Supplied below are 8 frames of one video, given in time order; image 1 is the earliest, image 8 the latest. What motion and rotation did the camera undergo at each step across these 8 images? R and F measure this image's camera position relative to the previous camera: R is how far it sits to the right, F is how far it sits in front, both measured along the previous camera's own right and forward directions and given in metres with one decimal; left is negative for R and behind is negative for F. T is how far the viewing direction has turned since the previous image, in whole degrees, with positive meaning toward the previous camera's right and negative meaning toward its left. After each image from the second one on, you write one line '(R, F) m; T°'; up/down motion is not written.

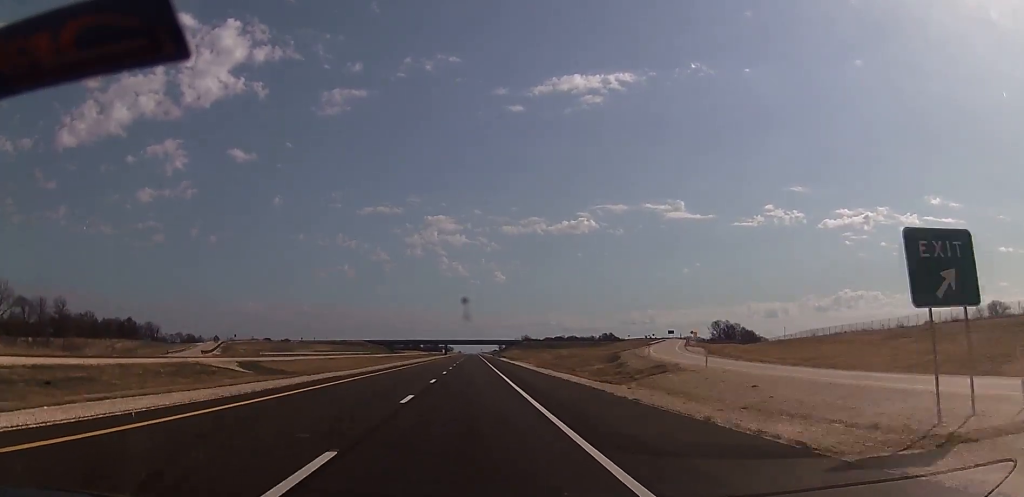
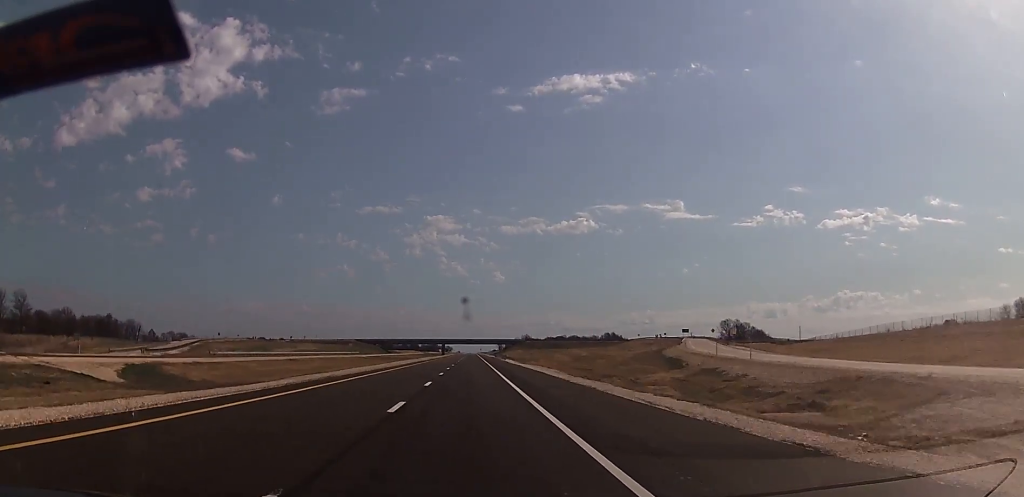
(+0.2, +27.2) m; 0°
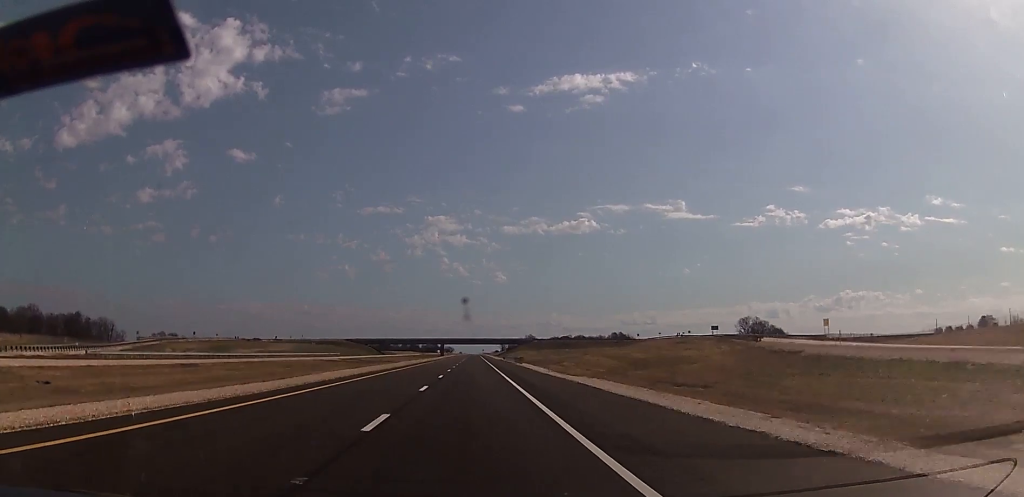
(0.0, +40.3) m; 0°
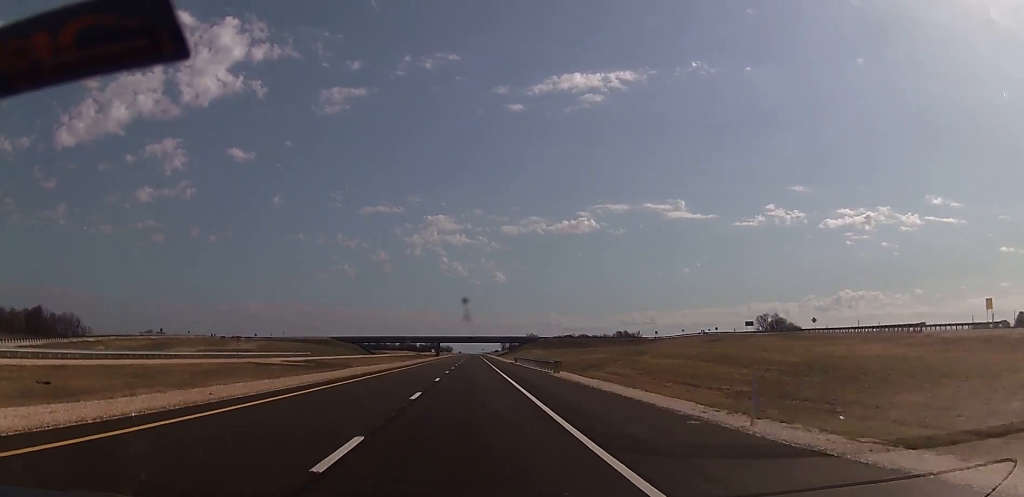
(-0.4, +40.2) m; 0°
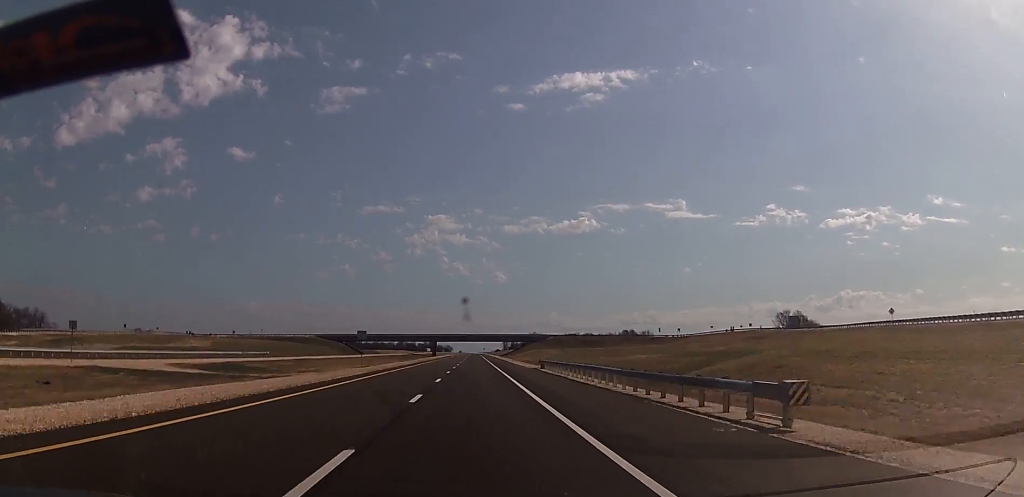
(+0.2, +37.8) m; 0°
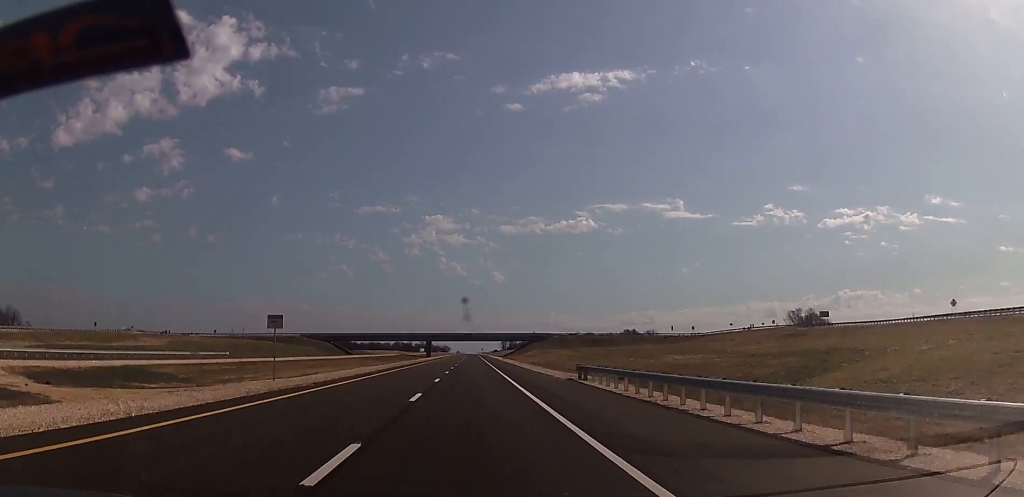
(0.0, +23.6) m; 0°
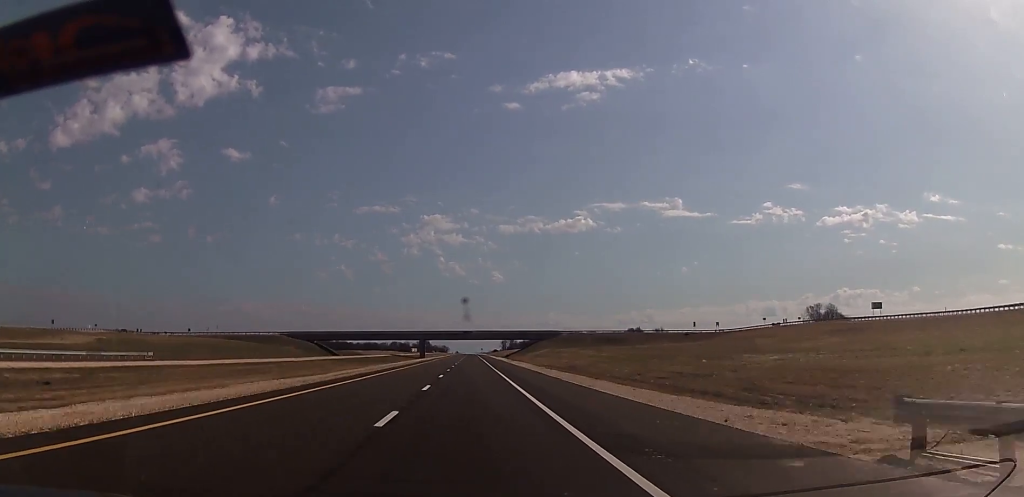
(-0.2, +30.7) m; 0°
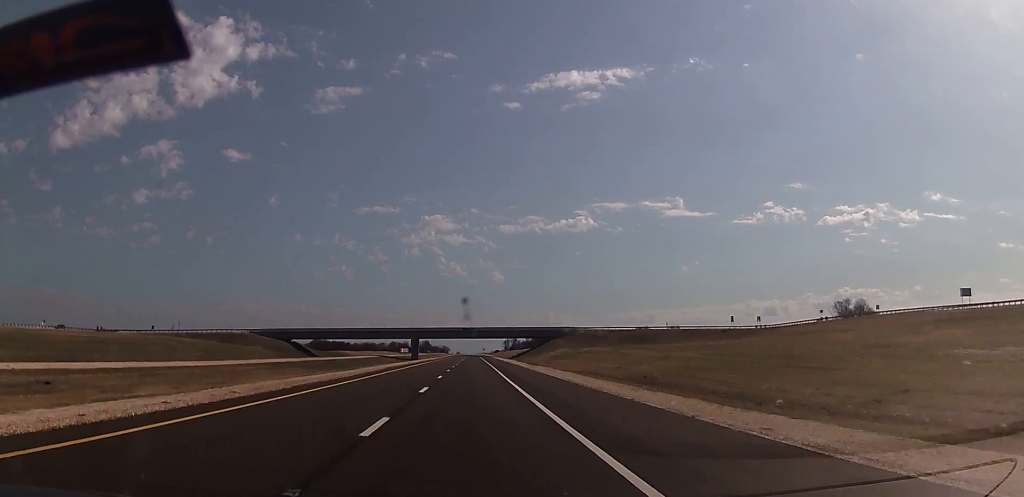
(+0.5, +37.8) m; +1°
